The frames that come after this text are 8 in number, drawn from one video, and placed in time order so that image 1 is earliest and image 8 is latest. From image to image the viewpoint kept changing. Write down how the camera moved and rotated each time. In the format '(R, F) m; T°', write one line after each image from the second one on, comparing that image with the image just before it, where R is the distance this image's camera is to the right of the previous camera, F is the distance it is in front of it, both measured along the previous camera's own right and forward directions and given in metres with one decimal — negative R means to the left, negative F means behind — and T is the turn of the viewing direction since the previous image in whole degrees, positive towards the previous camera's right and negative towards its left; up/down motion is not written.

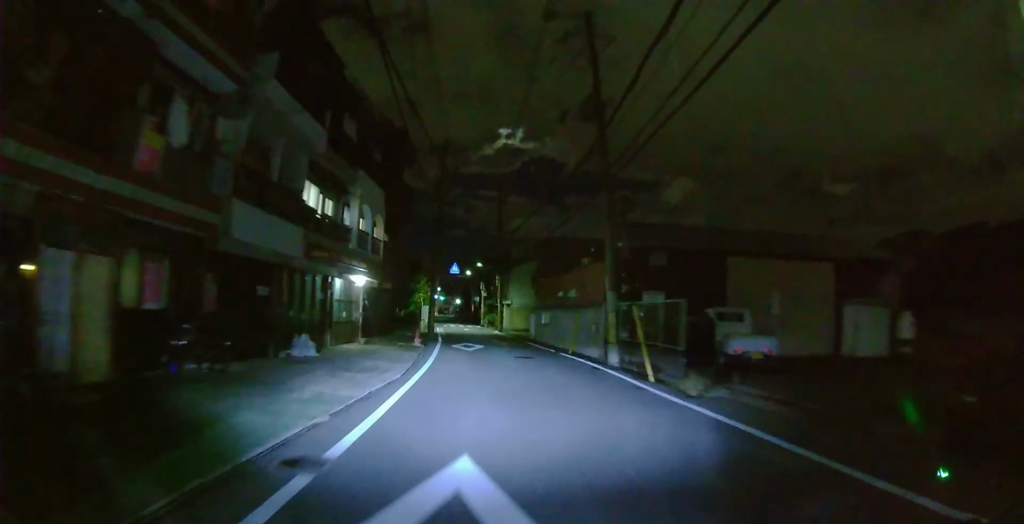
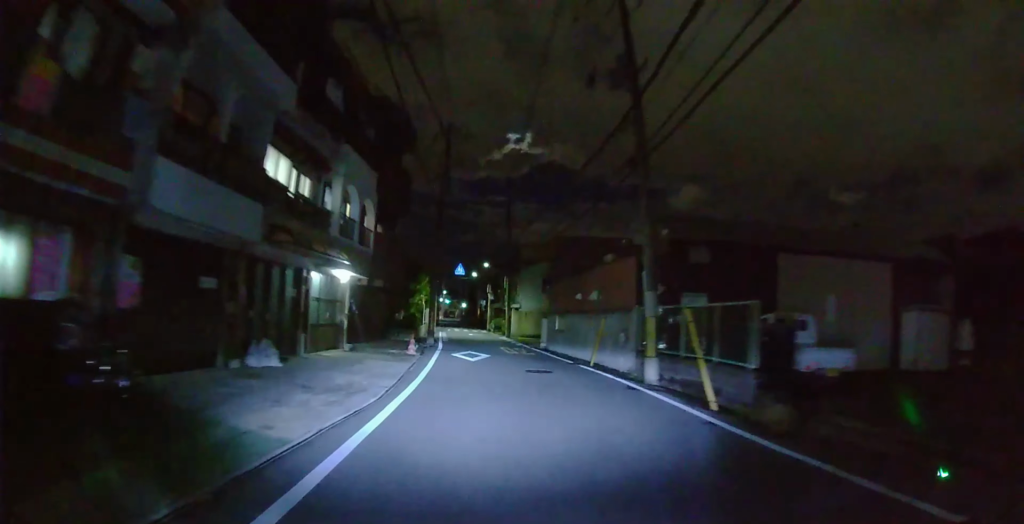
(0.0, +3.1) m; 0°
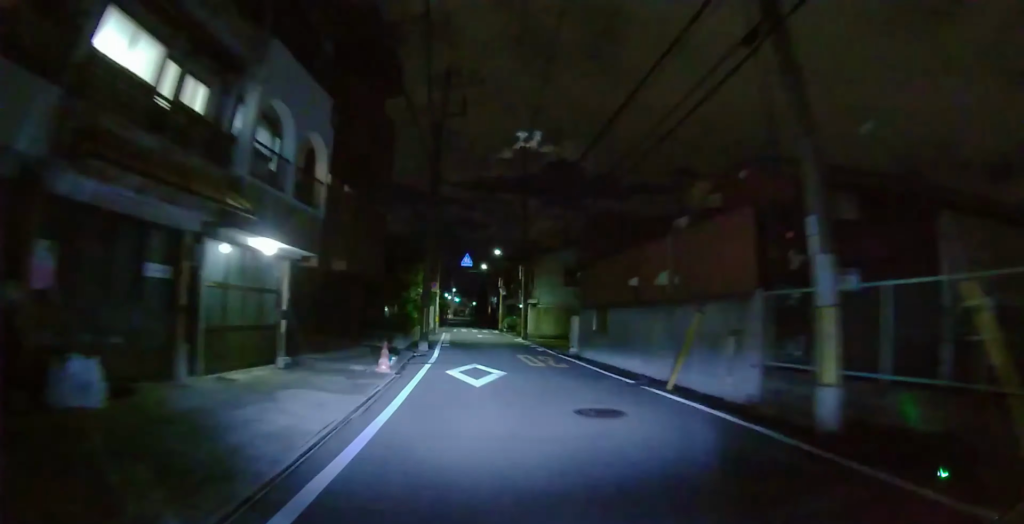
(0.0, +7.0) m; 0°
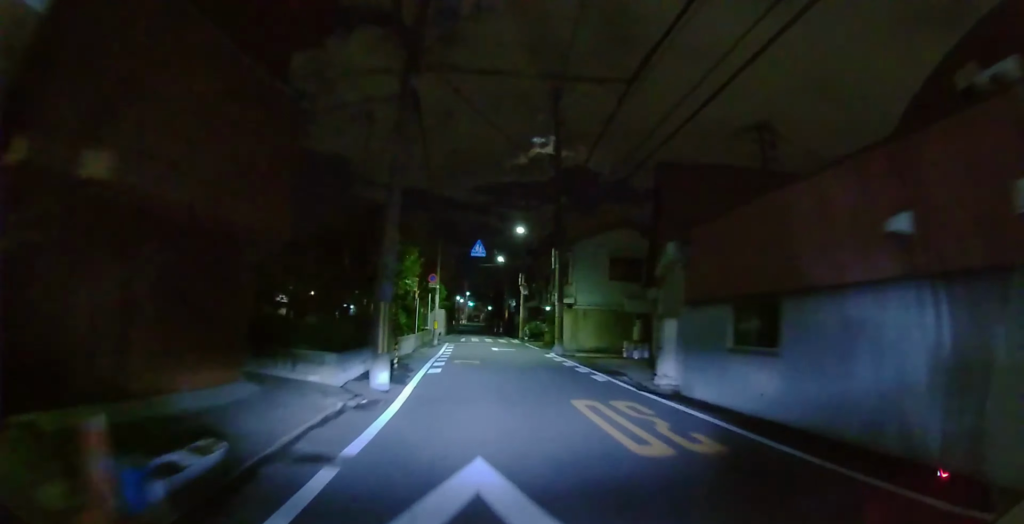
(0.0, +10.3) m; 0°
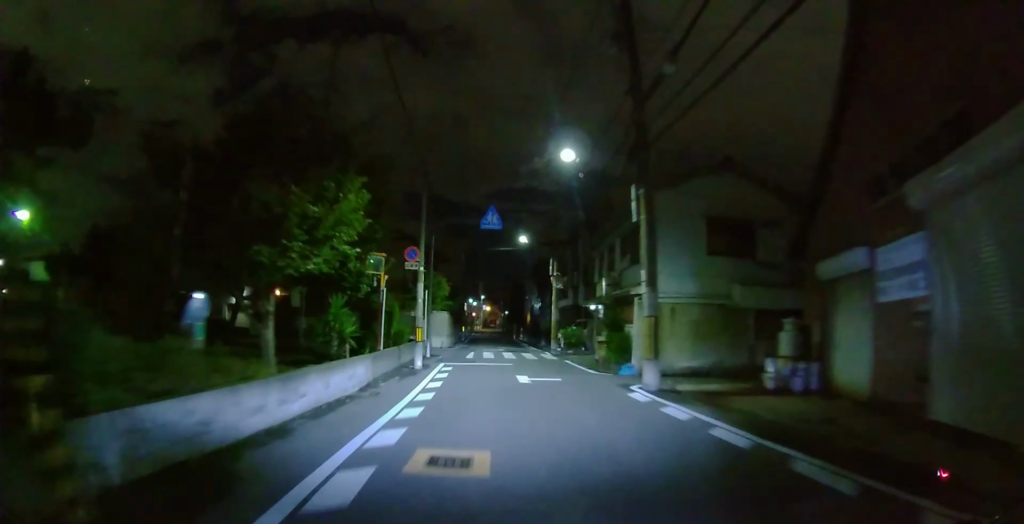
(-0.1, +11.6) m; -3°
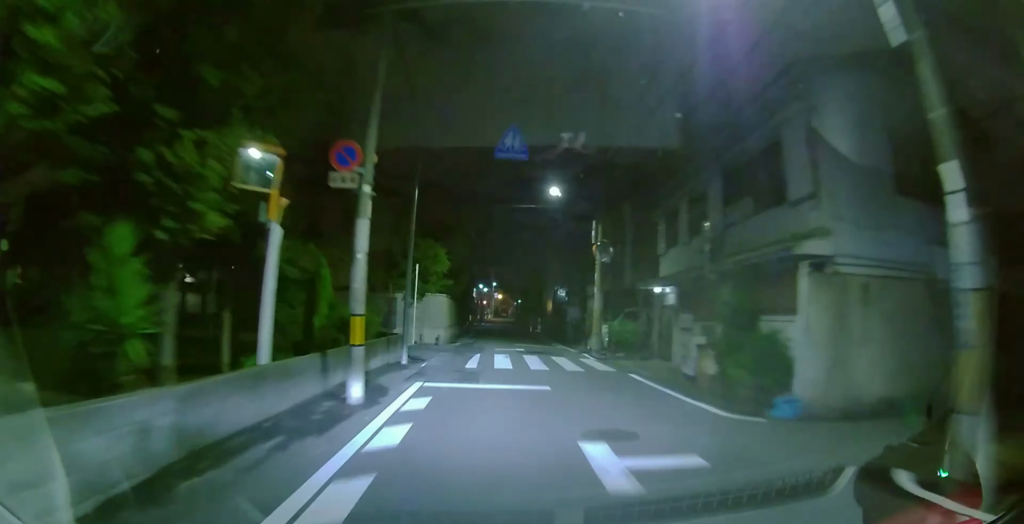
(-0.3, +8.2) m; -3°
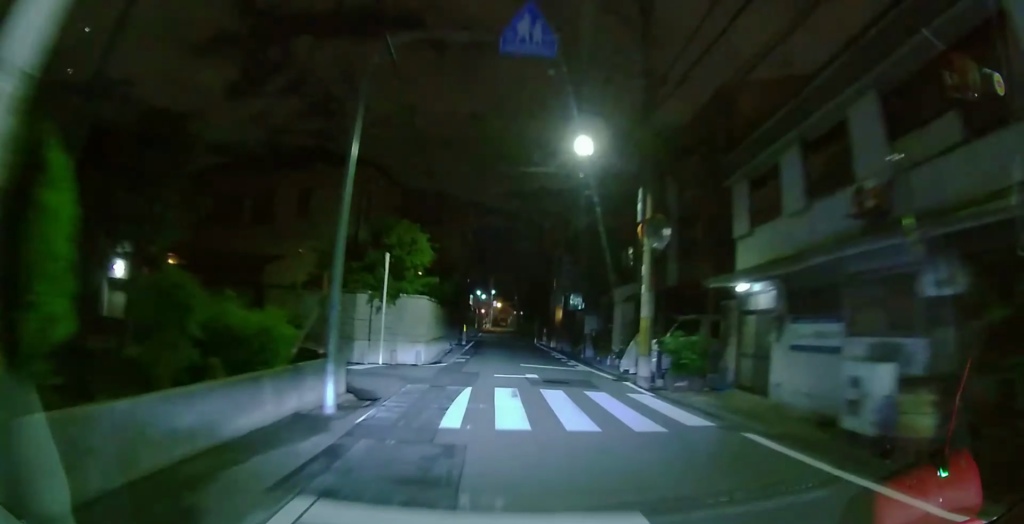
(0.0, +5.7) m; 0°
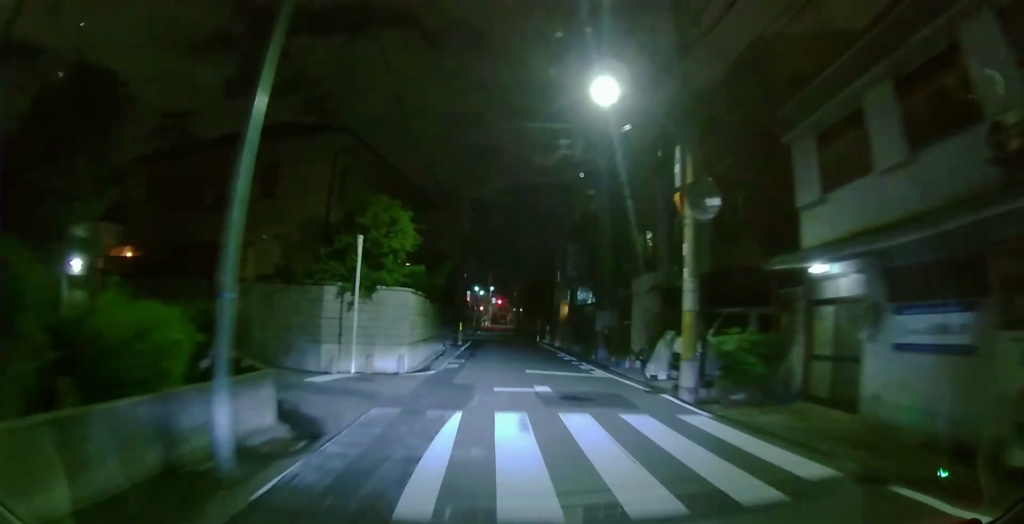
(0.0, +2.8) m; 0°
